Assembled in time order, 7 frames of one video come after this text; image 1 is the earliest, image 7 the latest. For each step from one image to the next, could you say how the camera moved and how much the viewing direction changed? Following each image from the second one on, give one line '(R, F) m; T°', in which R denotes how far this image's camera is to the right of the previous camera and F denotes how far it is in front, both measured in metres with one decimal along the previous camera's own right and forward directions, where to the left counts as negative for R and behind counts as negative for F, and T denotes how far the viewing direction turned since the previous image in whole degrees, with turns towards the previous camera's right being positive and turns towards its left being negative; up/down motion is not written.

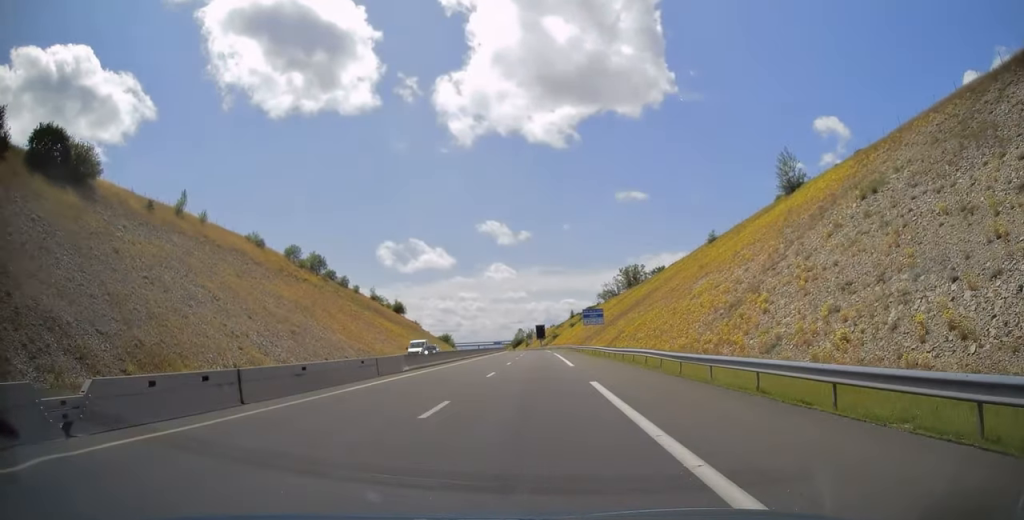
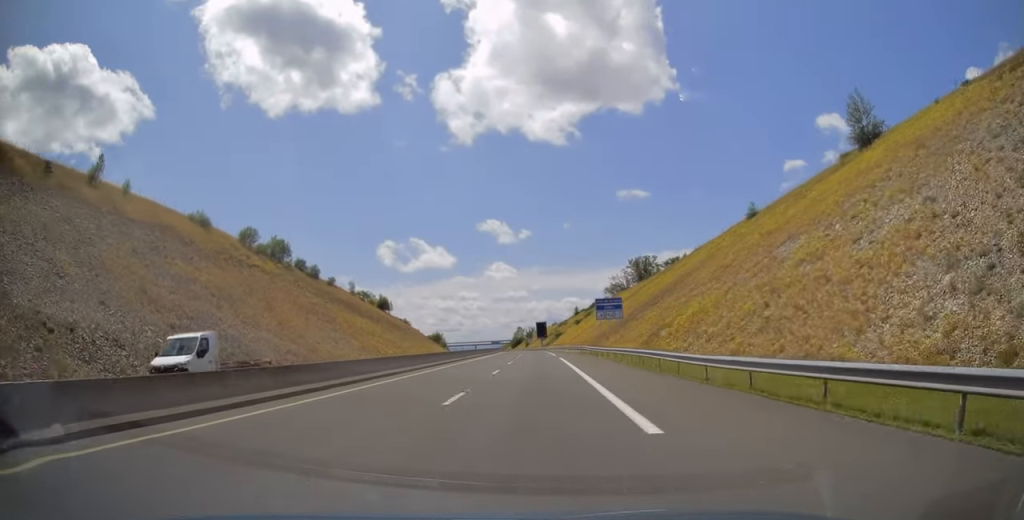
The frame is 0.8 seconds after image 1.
(-0.2, +23.6) m; 0°
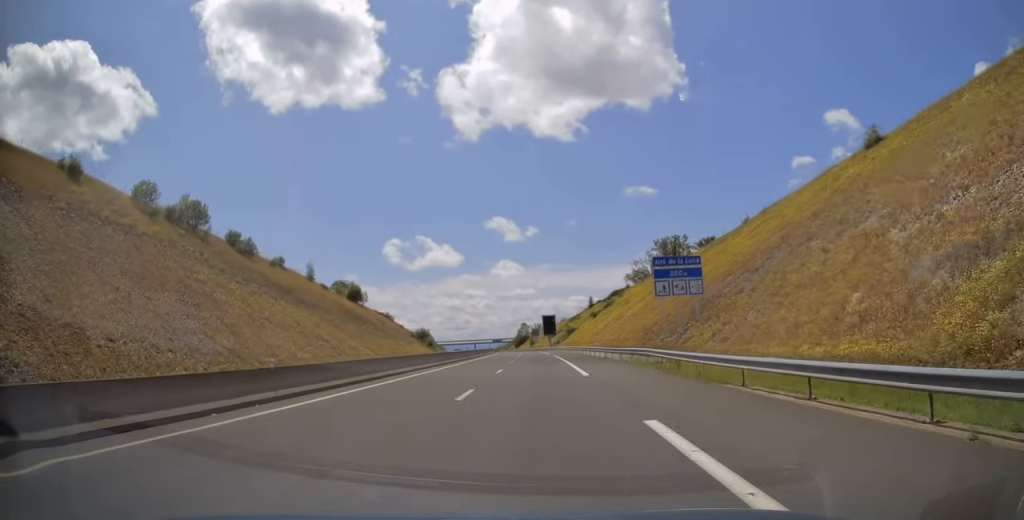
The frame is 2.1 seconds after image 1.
(+0.3, +37.9) m; 0°
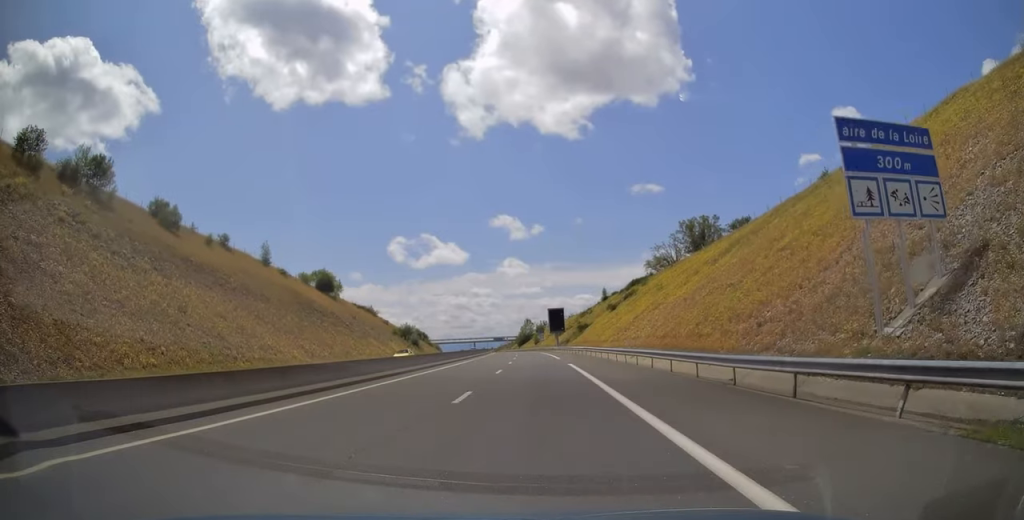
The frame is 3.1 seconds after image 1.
(-0.1, +26.8) m; -1°
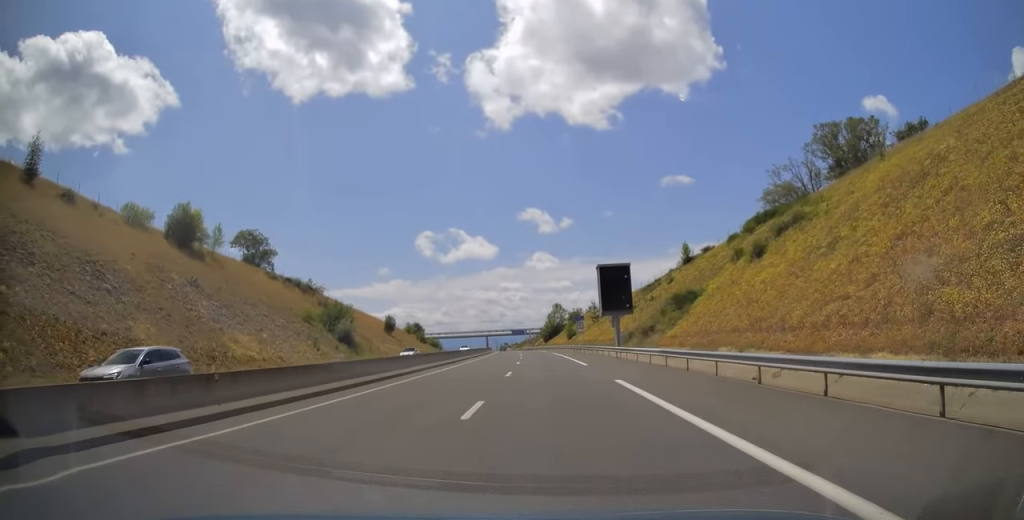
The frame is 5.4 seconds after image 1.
(-1.3, +68.1) m; -2°
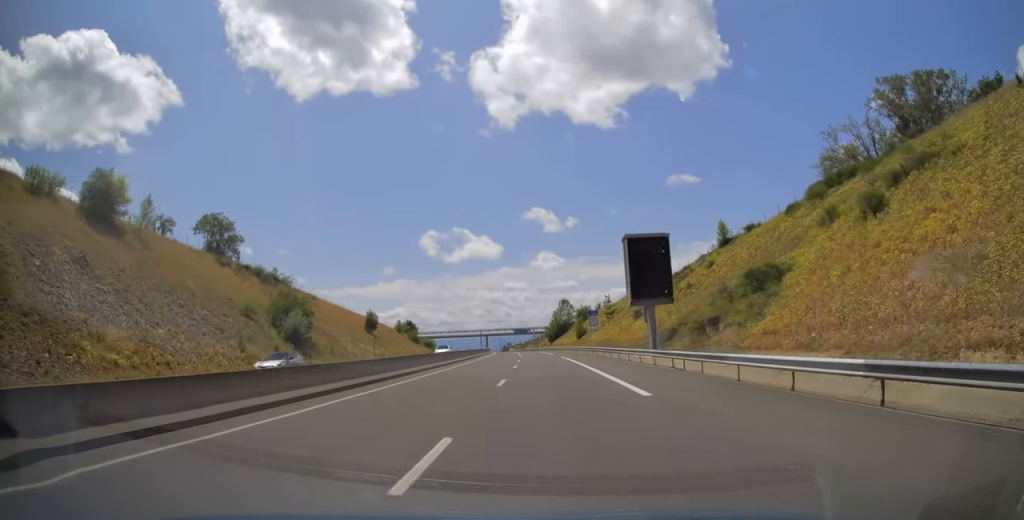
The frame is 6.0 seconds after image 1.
(-0.1, +18.0) m; -1°
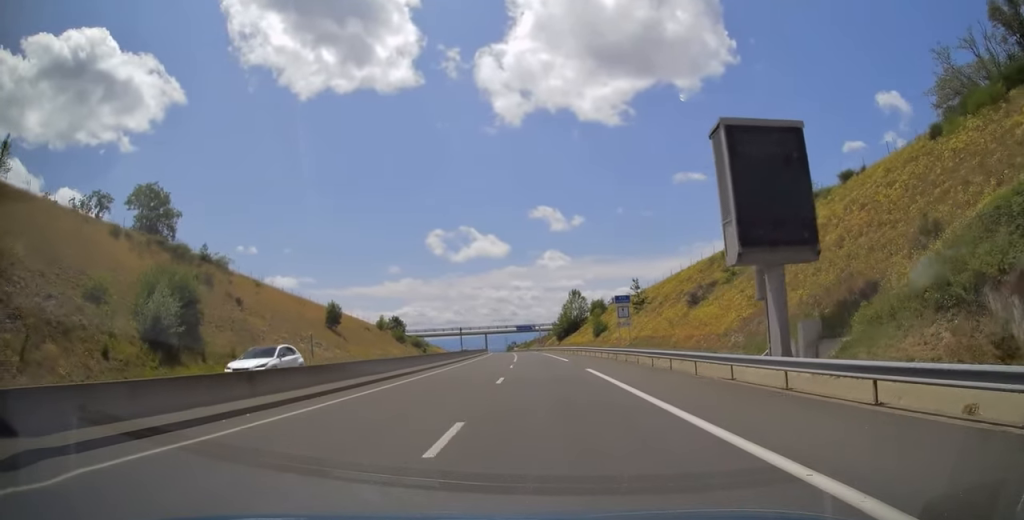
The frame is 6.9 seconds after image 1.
(-0.1, +24.4) m; -1°
